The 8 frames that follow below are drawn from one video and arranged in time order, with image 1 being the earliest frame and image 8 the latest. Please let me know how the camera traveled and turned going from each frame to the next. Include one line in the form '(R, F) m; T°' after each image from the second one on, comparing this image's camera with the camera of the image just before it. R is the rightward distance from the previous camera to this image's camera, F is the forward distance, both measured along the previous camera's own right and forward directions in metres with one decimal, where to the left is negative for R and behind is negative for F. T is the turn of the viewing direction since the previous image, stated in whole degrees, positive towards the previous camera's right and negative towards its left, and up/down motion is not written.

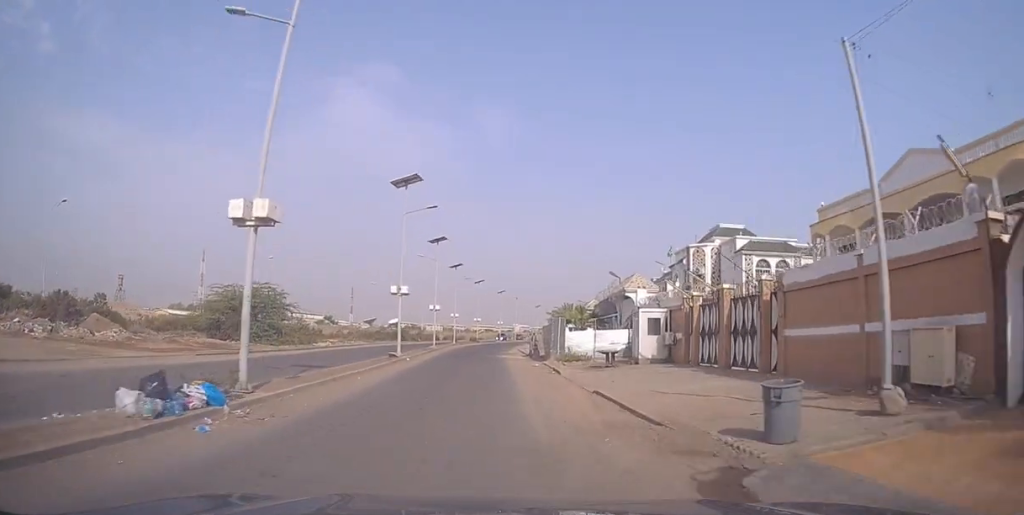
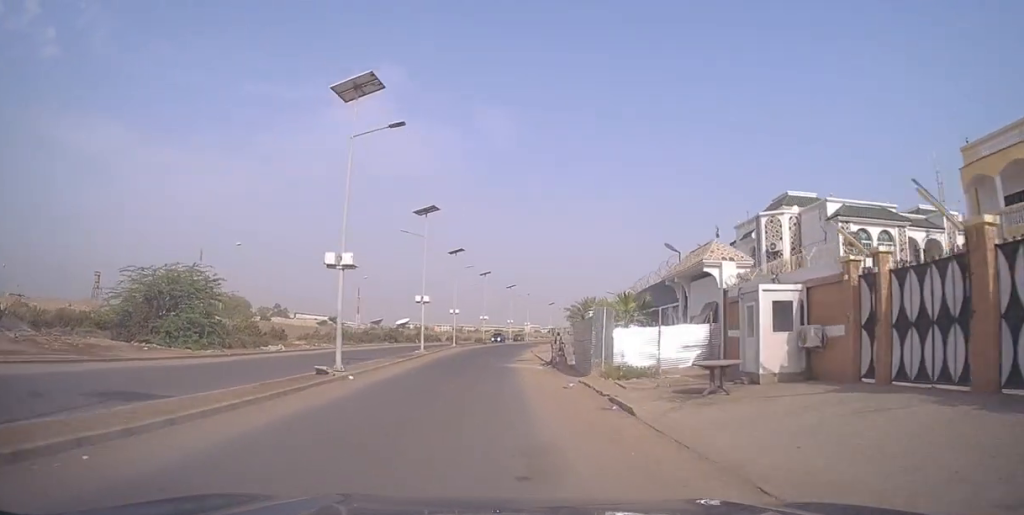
(-0.4, +12.7) m; 0°
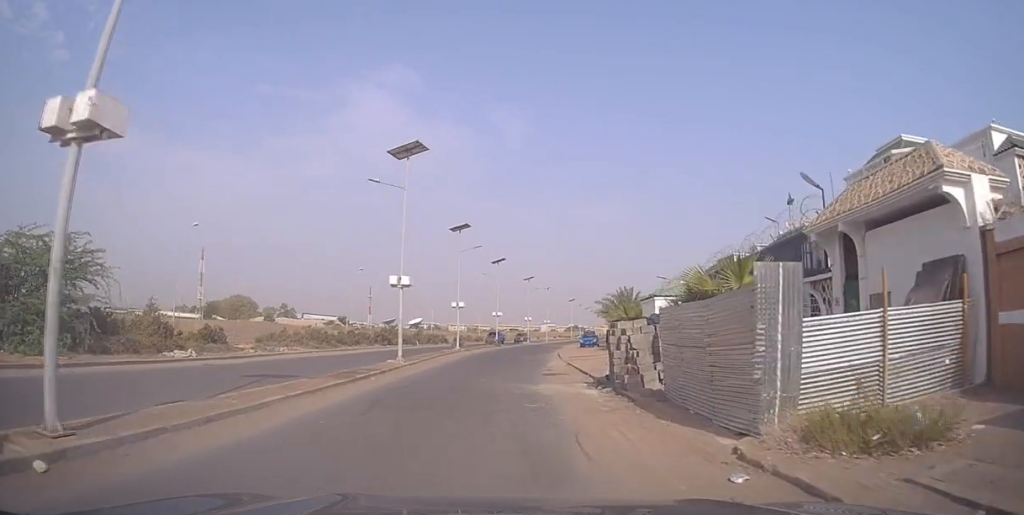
(+0.2, +12.9) m; -1°
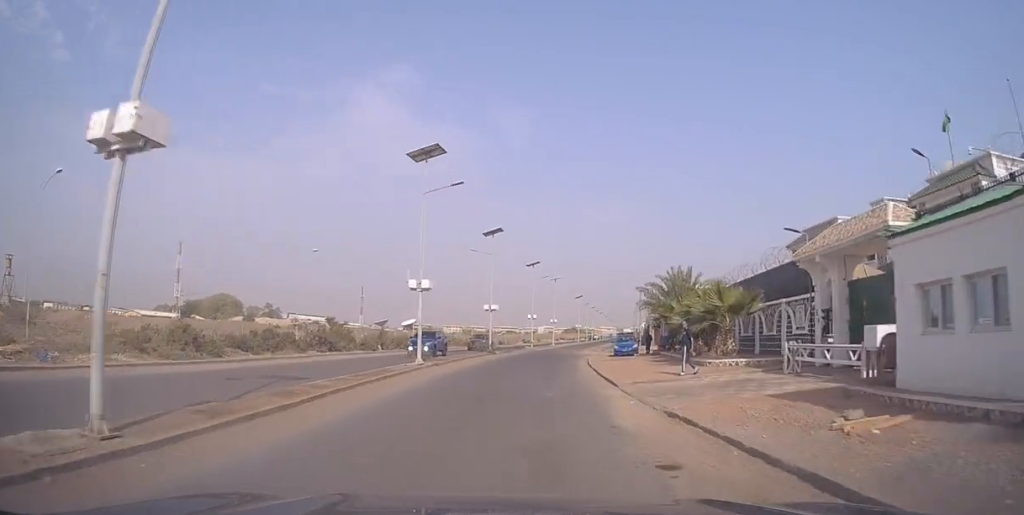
(-0.7, +19.5) m; 0°
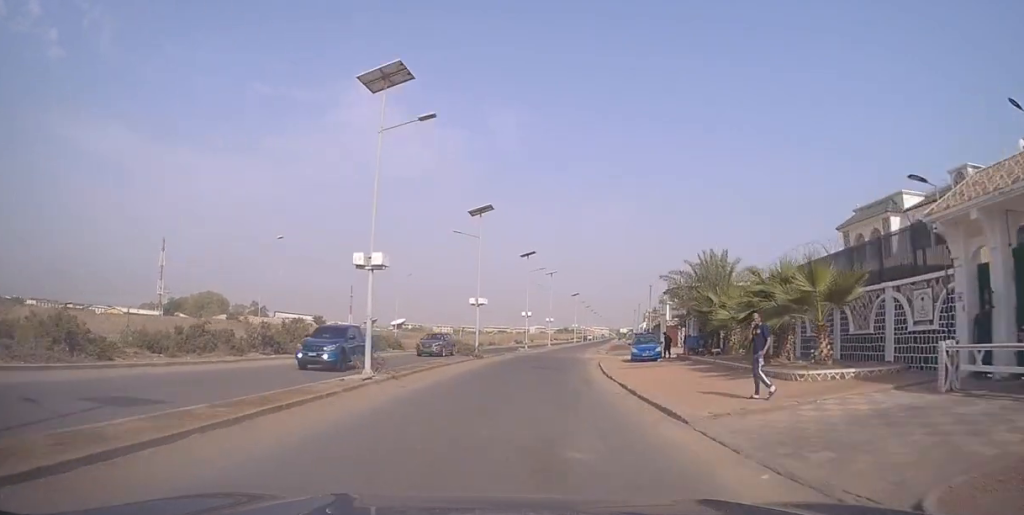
(+0.3, +8.2) m; 0°
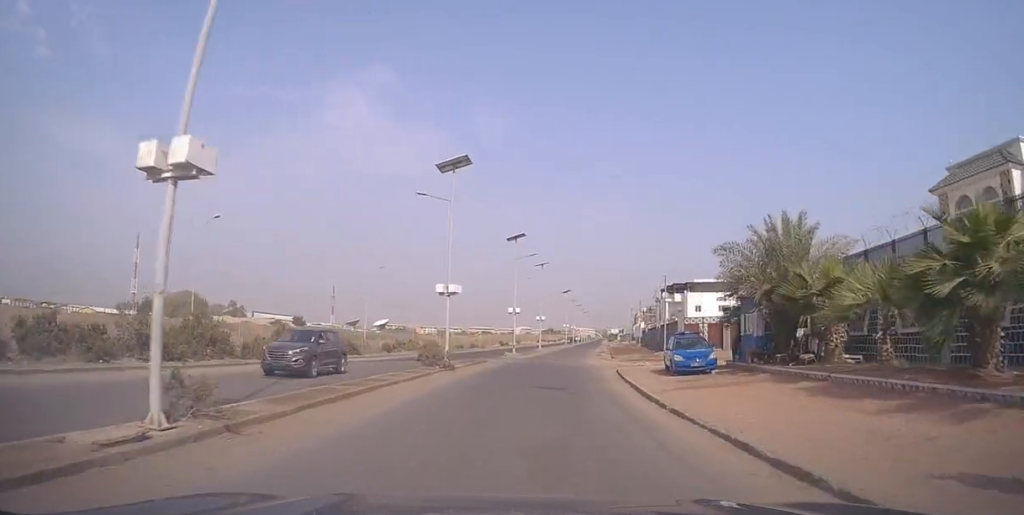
(-0.1, +10.2) m; -1°
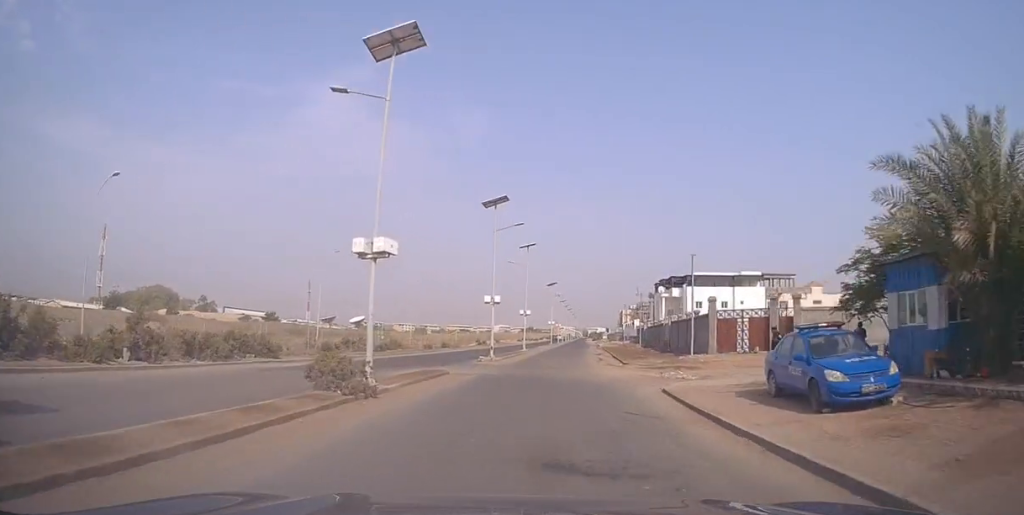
(-0.2, +11.2) m; 0°
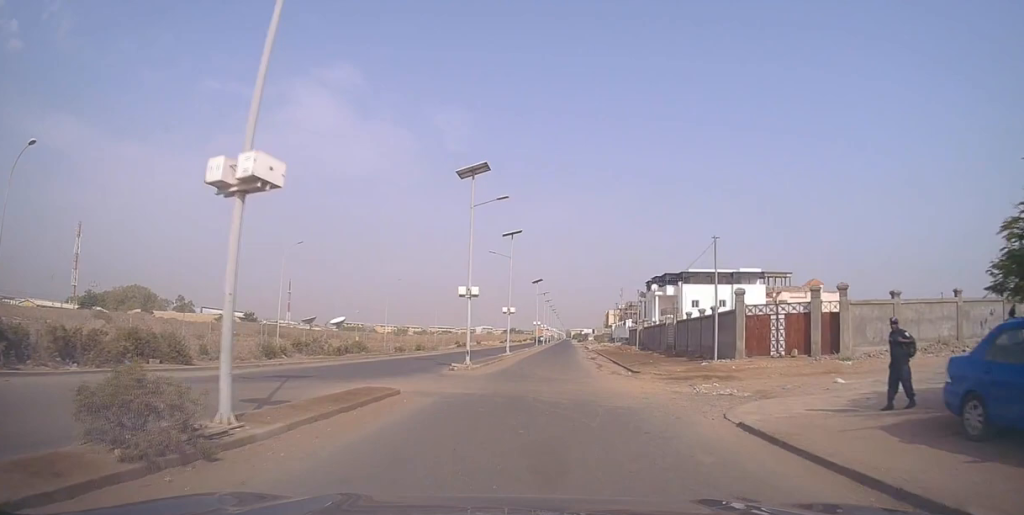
(0.0, +6.6) m; +2°
